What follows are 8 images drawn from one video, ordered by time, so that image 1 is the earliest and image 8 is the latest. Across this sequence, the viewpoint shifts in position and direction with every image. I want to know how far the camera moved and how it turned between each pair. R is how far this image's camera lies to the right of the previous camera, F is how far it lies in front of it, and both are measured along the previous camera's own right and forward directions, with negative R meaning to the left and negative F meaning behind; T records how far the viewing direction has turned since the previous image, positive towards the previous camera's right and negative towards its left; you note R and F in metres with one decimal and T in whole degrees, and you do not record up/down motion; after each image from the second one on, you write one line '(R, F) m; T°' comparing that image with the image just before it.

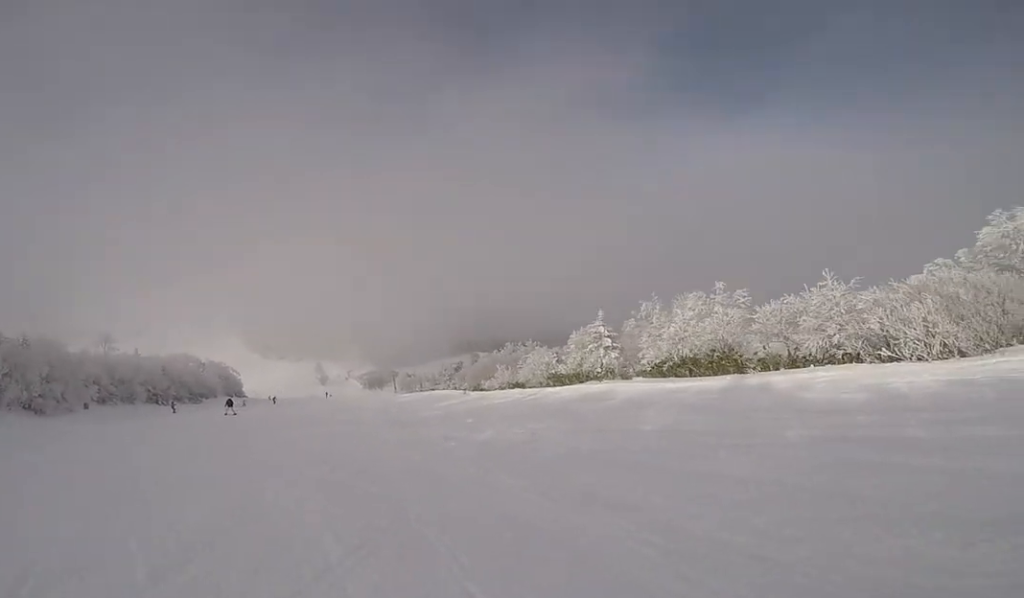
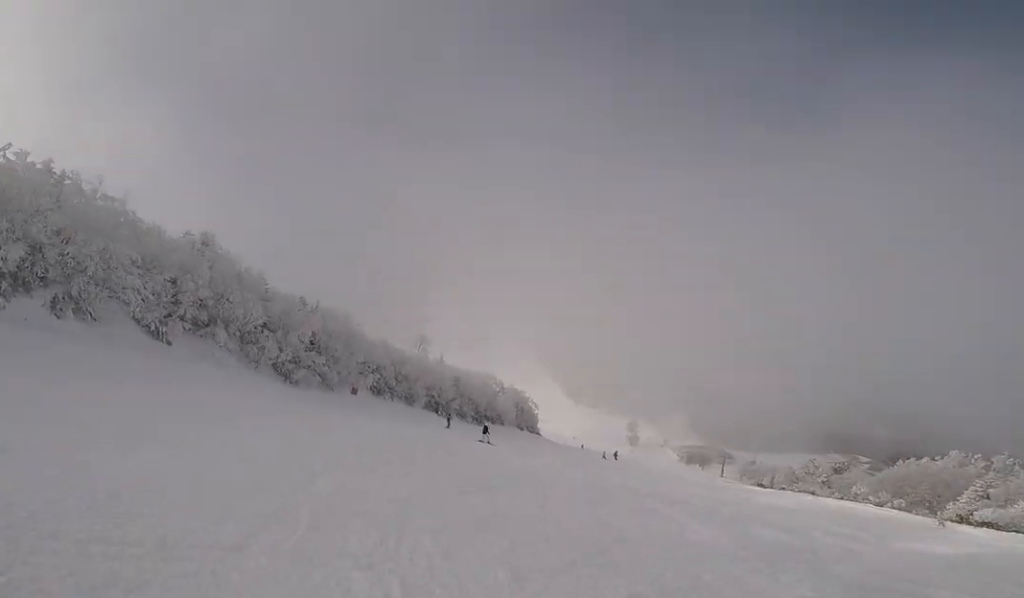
(-6.6, +13.0) m; -46°
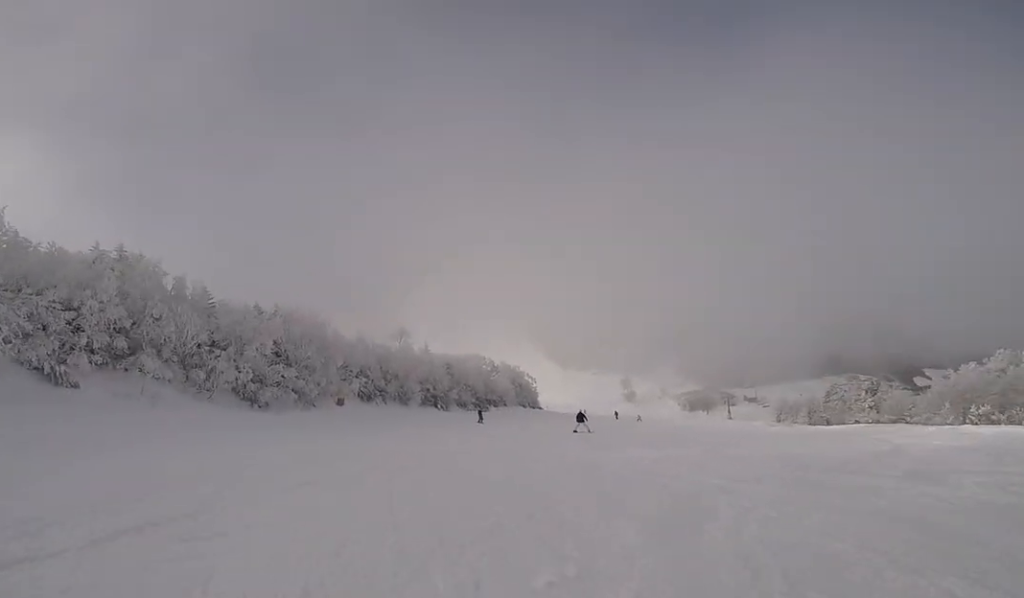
(-0.9, +7.0) m; -1°
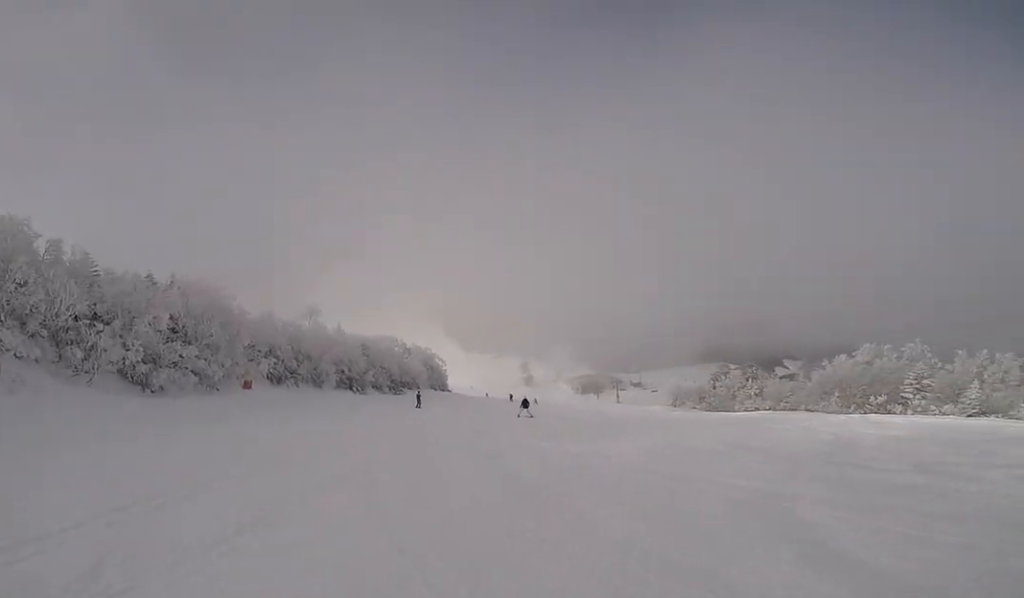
(+0.5, +3.2) m; +12°
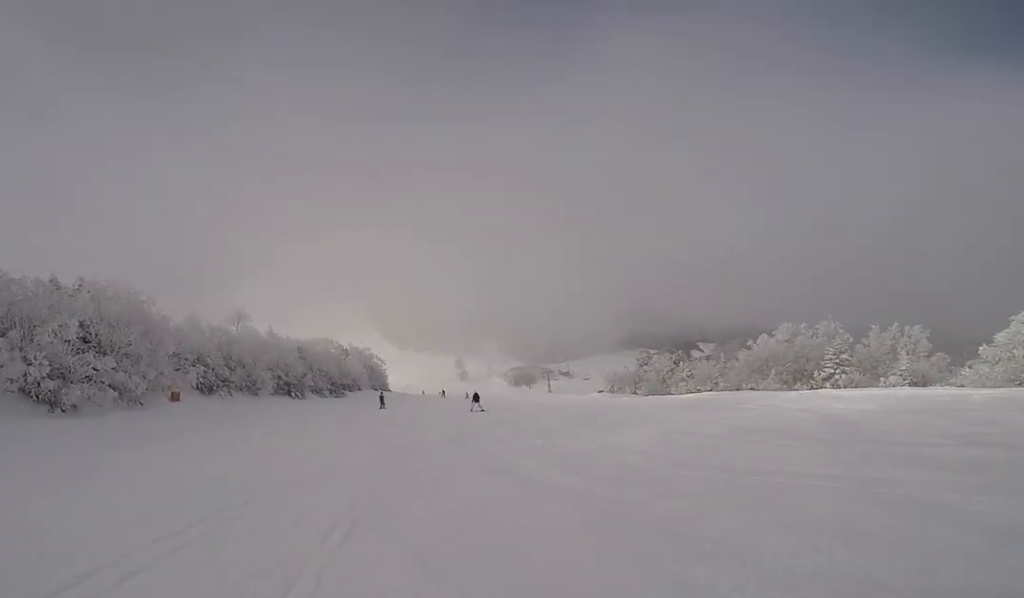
(+0.2, +2.7) m; +9°
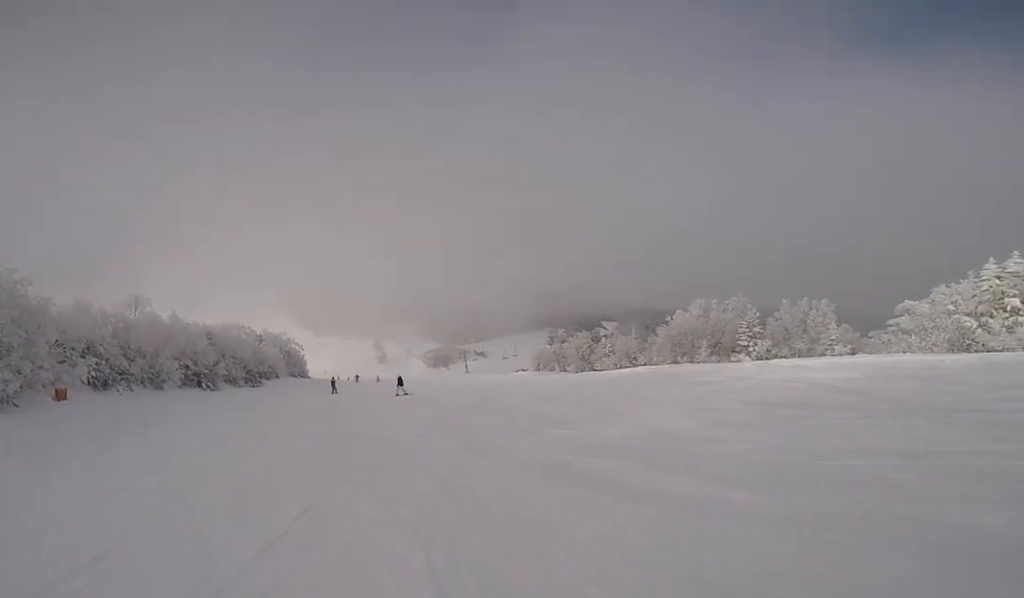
(+0.2, +3.8) m; +13°
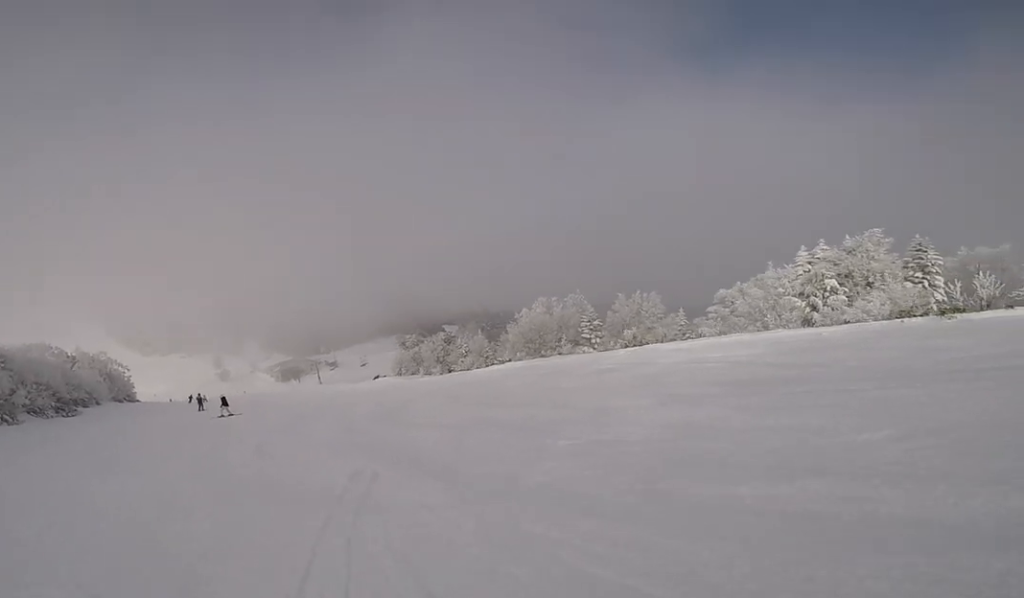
(+0.6, +3.8) m; +7°
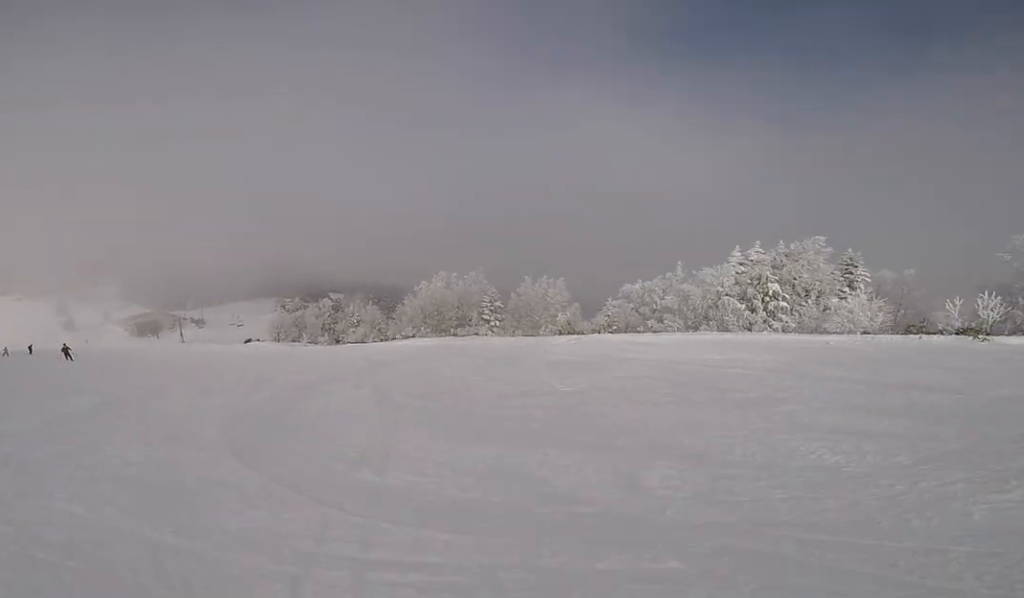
(+0.3, +6.1) m; -6°
